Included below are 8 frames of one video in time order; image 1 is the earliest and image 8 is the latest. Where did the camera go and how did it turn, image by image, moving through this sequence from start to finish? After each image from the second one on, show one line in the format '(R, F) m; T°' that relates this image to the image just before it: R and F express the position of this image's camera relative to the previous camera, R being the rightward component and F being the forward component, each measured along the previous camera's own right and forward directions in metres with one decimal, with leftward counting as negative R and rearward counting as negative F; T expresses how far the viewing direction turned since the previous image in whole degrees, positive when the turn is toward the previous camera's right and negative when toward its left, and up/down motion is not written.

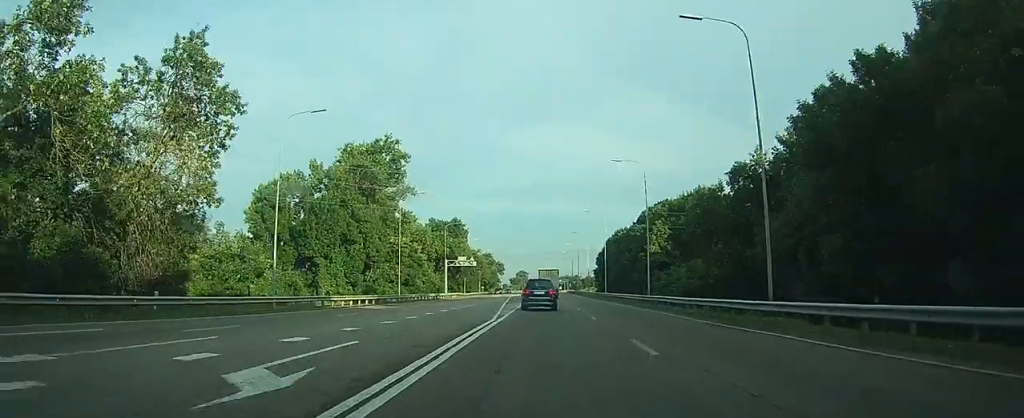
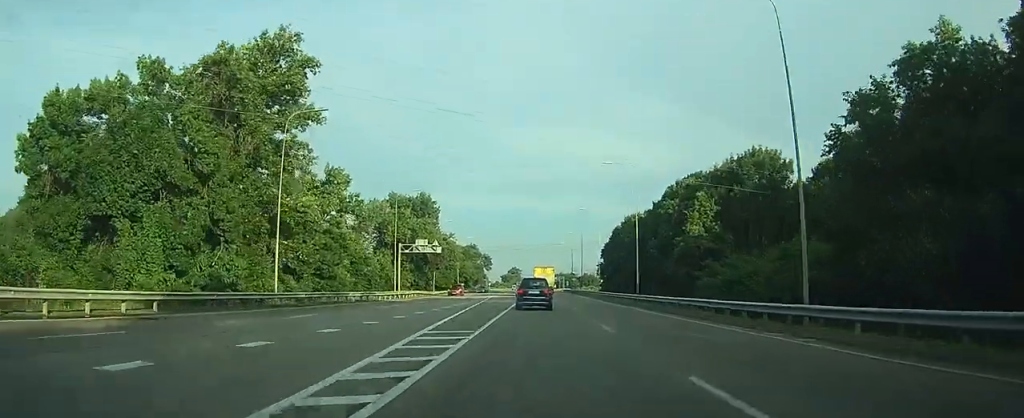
(0.0, +29.2) m; 0°
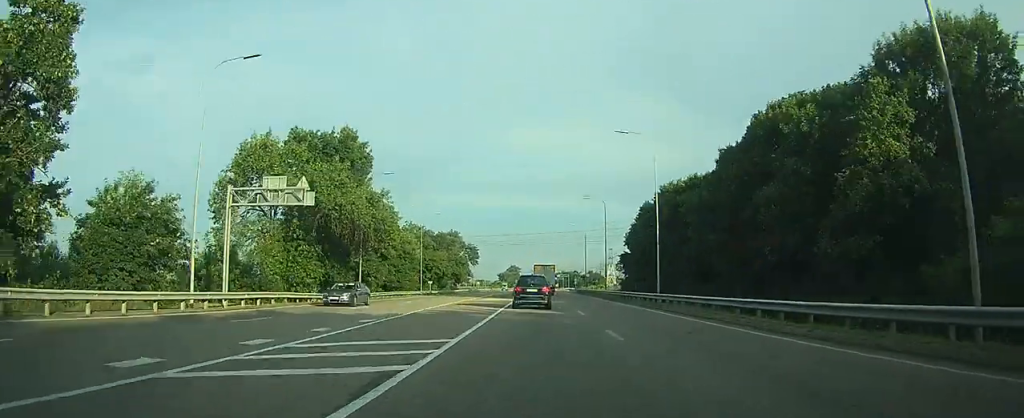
(+0.4, +39.0) m; +1°
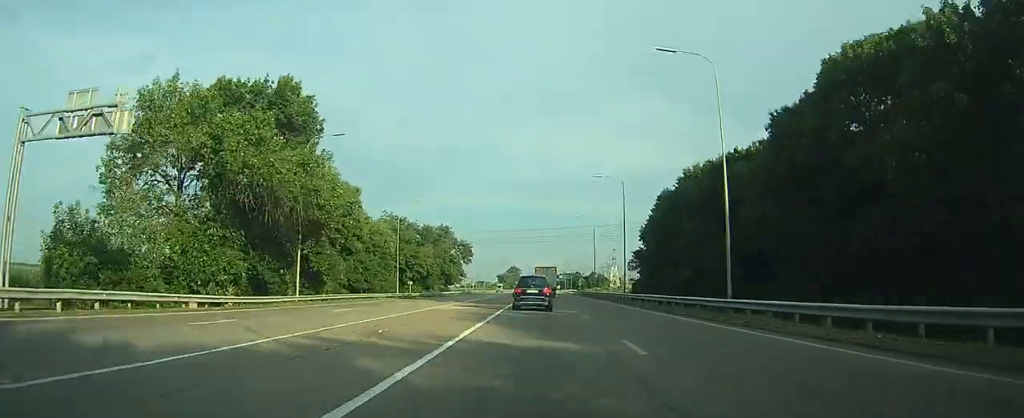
(0.0, +14.8) m; 0°
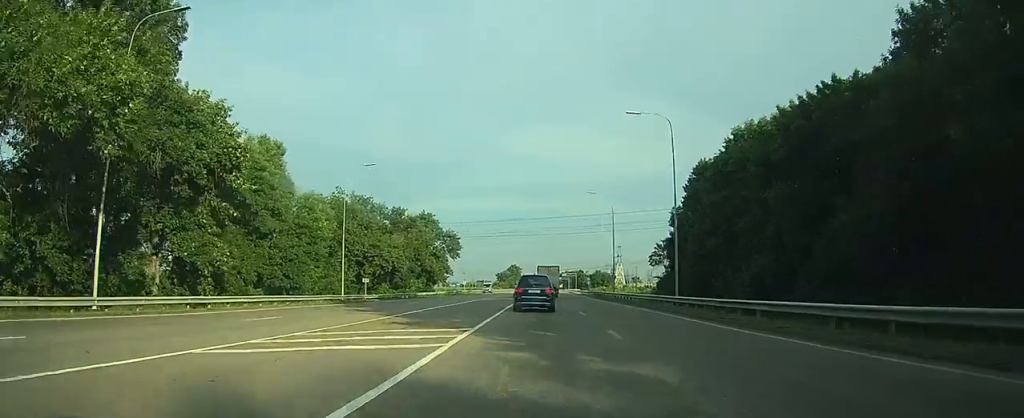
(-0.1, +20.6) m; 0°
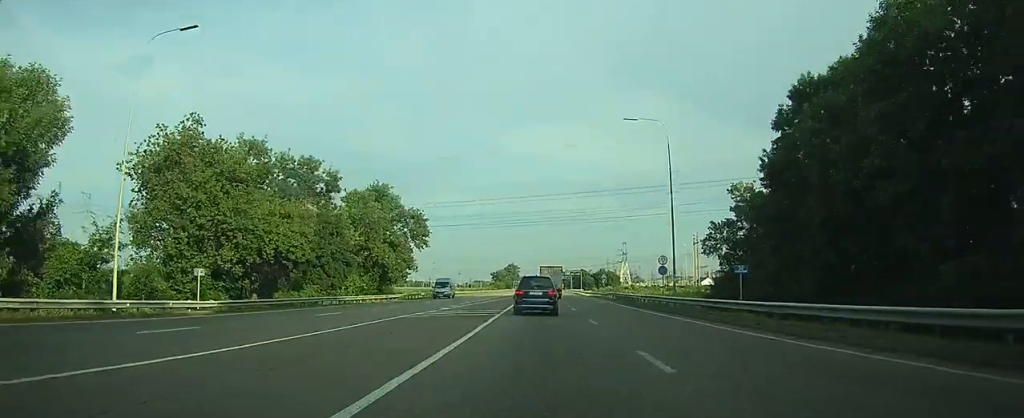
(-0.1, +29.2) m; 0°
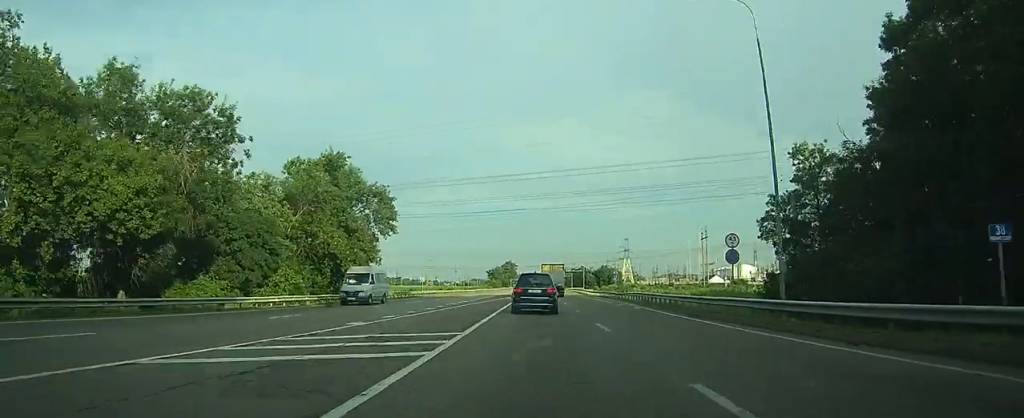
(0.0, +16.4) m; 0°
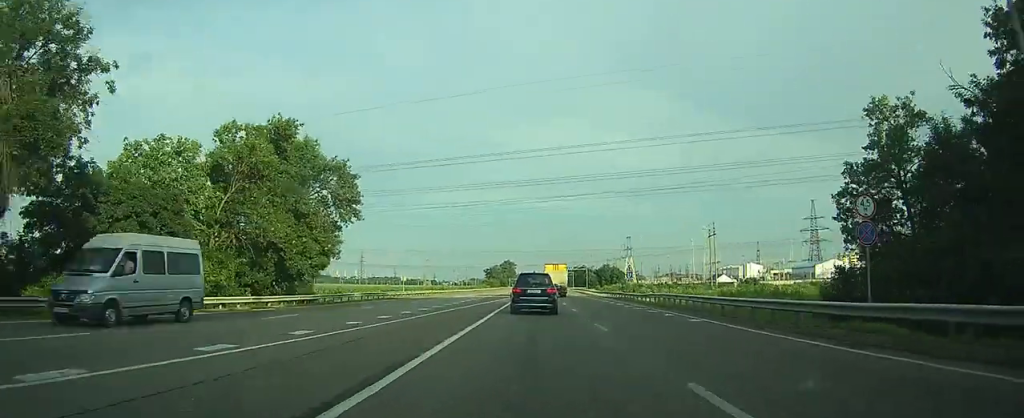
(0.0, +12.1) m; 0°
